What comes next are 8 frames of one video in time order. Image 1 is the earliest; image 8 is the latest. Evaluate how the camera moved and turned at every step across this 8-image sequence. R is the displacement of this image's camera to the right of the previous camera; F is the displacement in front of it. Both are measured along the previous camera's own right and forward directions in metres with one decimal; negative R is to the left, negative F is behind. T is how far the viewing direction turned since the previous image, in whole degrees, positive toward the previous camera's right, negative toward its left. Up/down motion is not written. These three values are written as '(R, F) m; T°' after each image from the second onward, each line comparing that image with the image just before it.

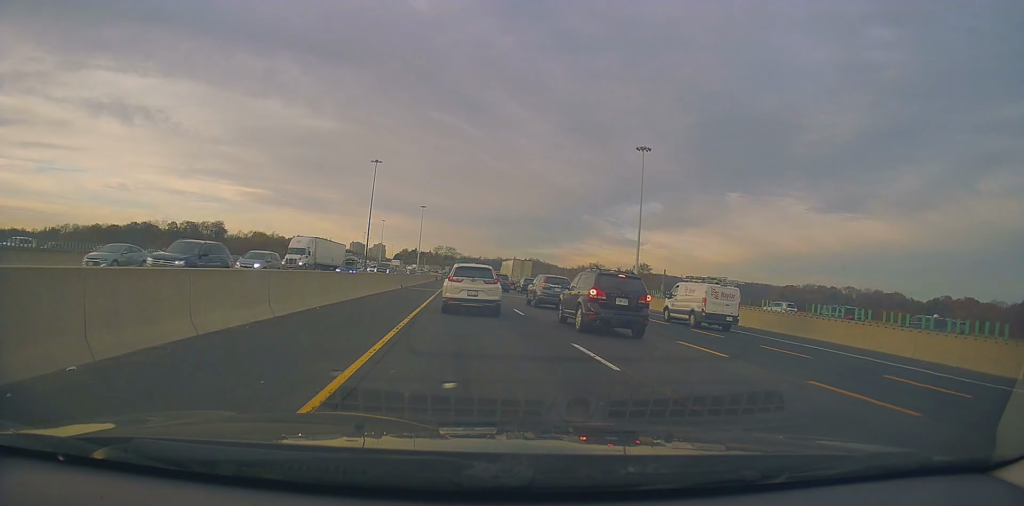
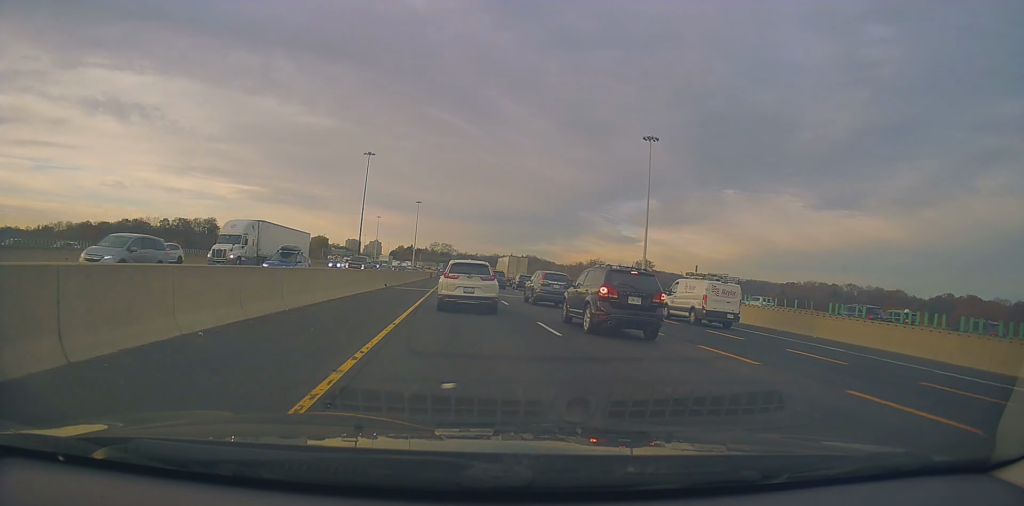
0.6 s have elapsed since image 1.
(0.0, +7.5) m; 0°
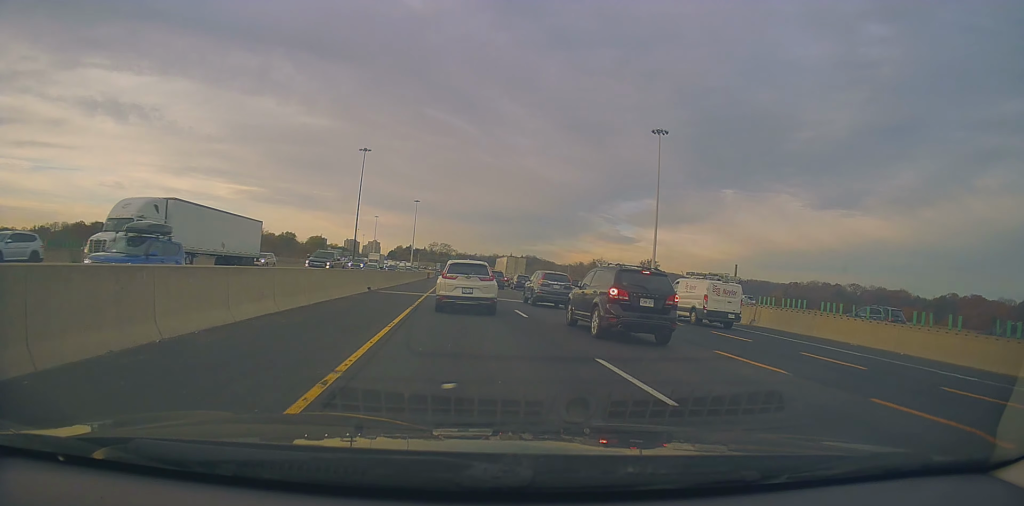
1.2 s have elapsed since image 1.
(-0.1, +6.9) m; 0°
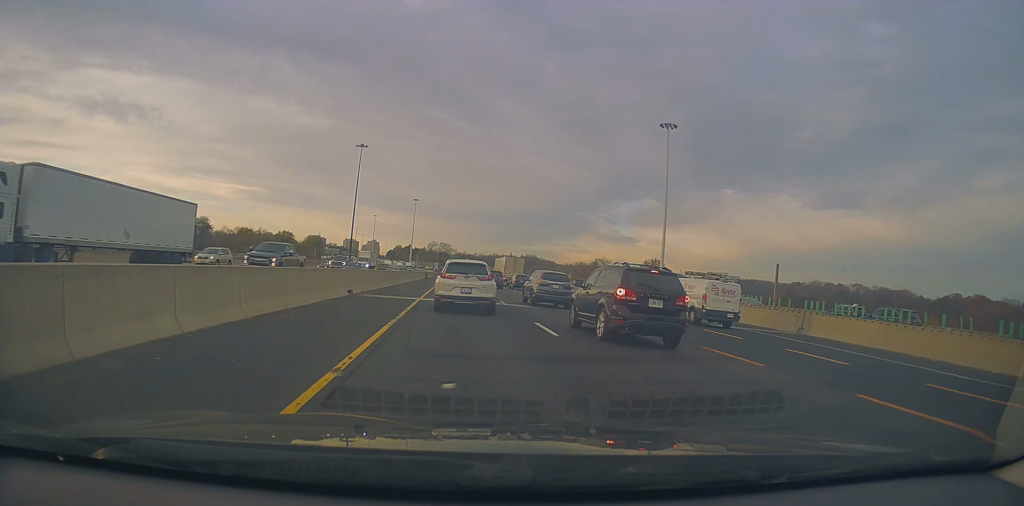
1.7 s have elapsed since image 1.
(0.0, +5.6) m; 0°
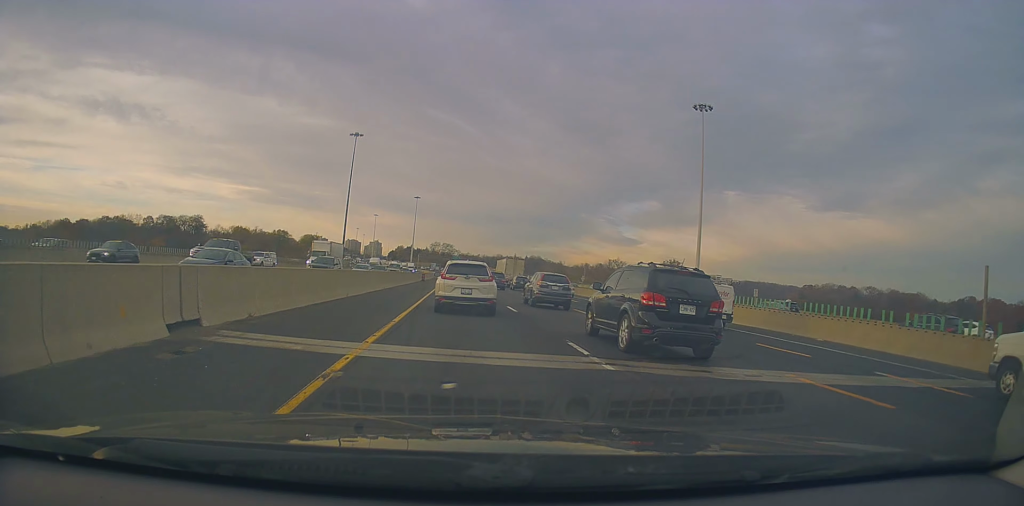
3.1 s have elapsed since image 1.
(+0.1, +16.8) m; 0°
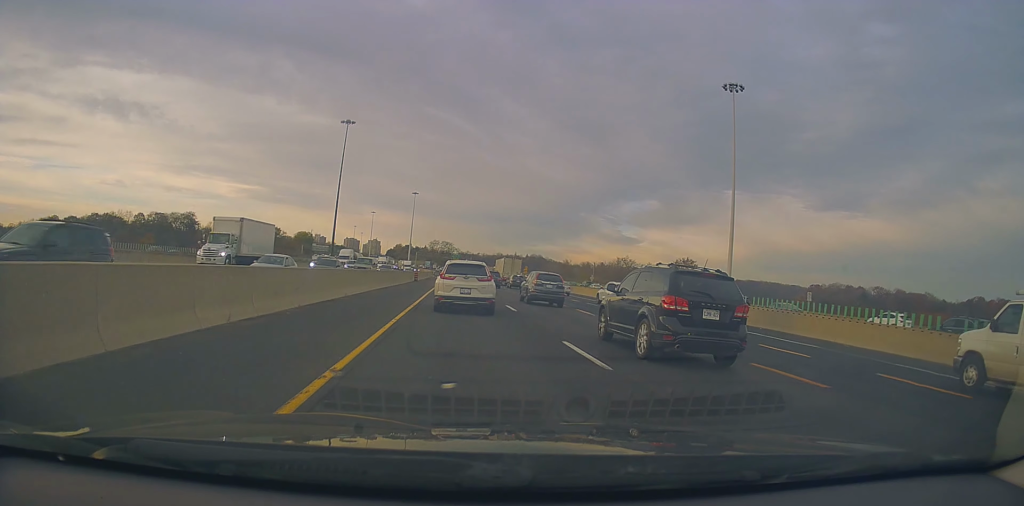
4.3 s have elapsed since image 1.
(-0.1, +12.6) m; -1°
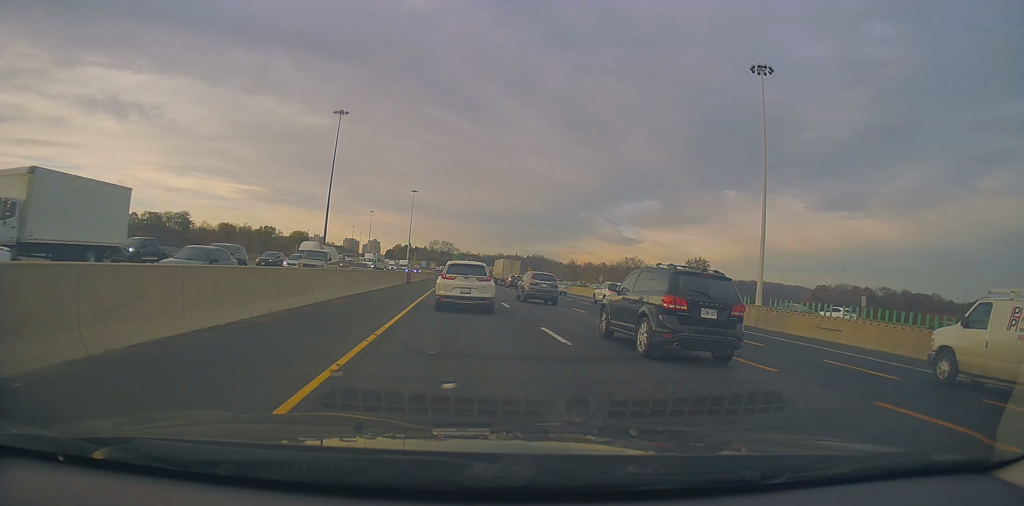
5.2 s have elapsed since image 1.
(-0.1, +9.6) m; +1°
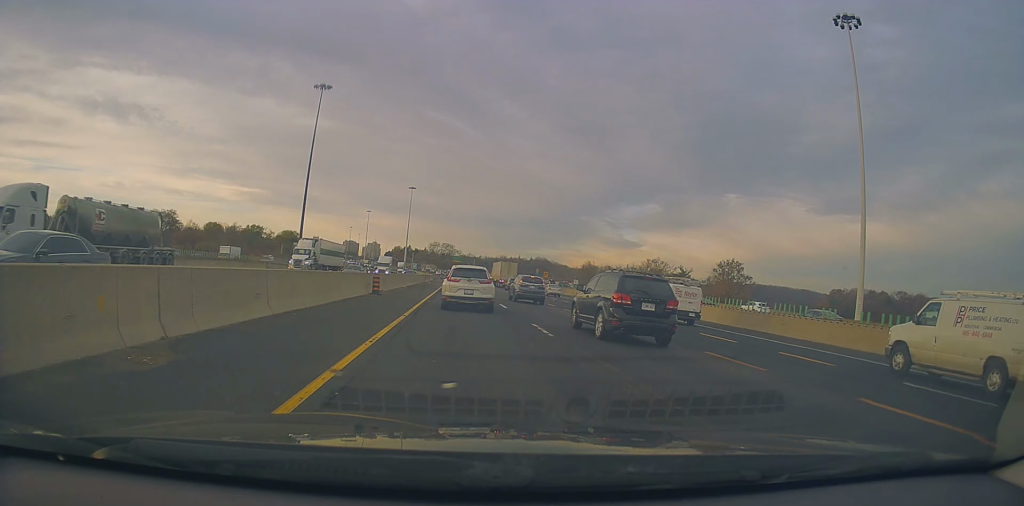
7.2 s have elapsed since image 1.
(+0.1, +21.1) m; 0°
